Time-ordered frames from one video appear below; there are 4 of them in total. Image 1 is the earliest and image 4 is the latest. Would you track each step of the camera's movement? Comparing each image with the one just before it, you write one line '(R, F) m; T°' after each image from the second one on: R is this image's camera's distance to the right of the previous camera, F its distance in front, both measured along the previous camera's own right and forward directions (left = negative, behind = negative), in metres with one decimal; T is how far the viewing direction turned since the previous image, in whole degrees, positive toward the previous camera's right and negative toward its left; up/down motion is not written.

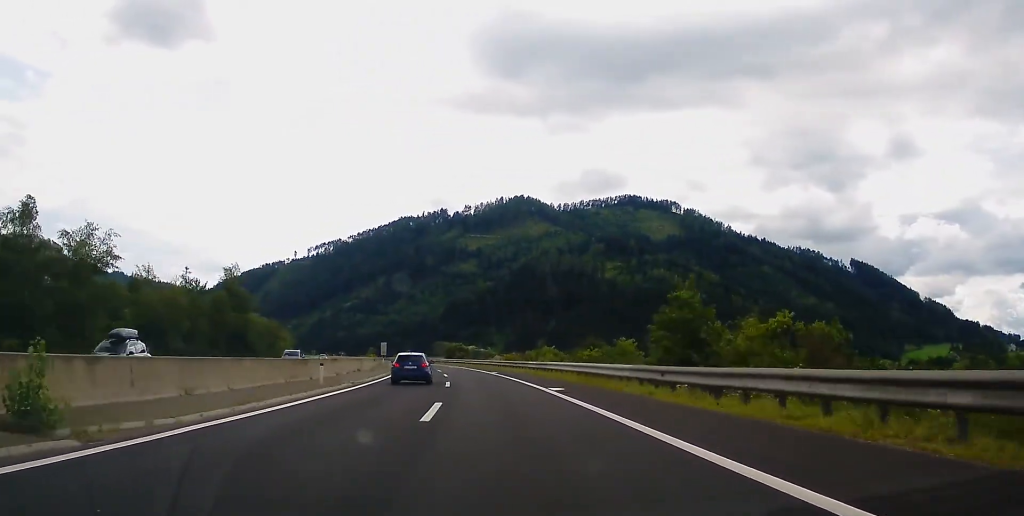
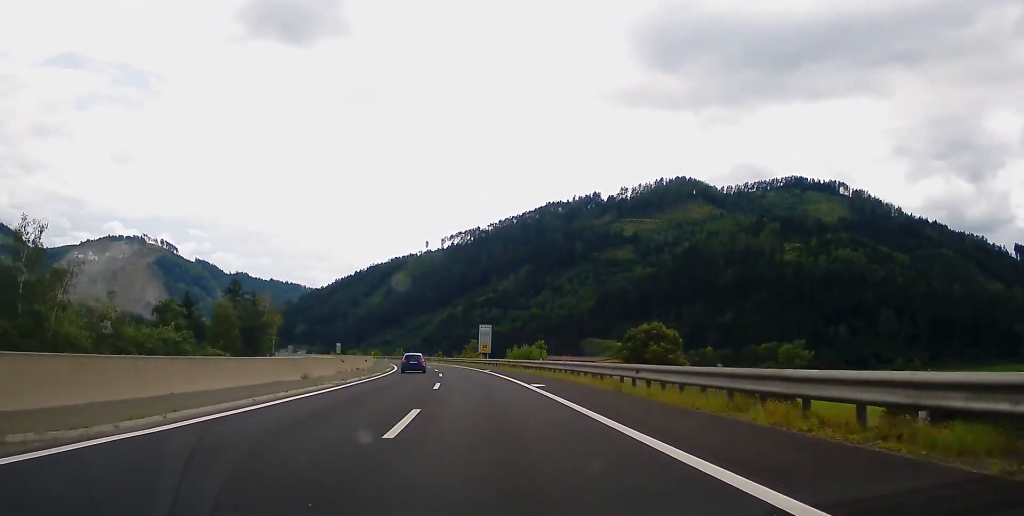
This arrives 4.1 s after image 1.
(-11.4, +128.0) m; -11°
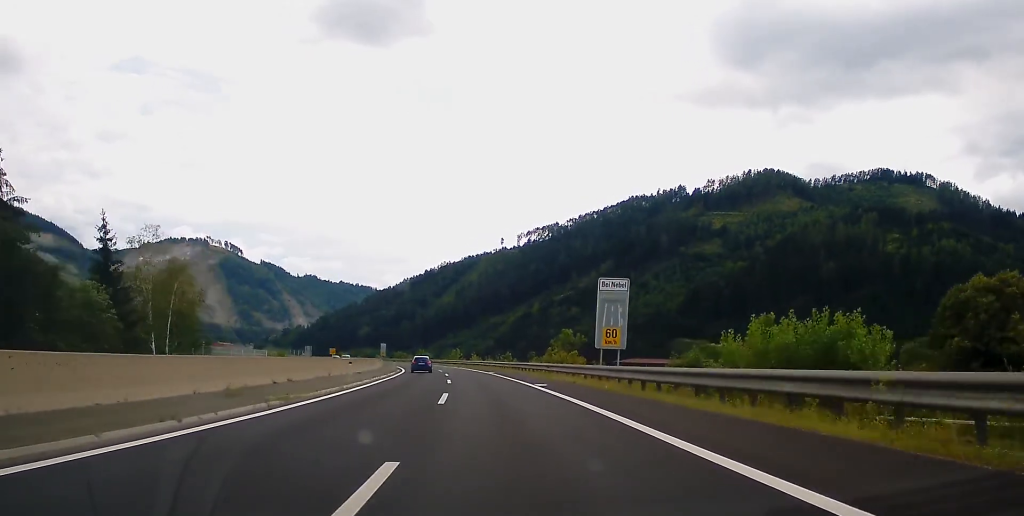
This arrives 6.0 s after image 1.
(-2.9, +62.3) m; -5°
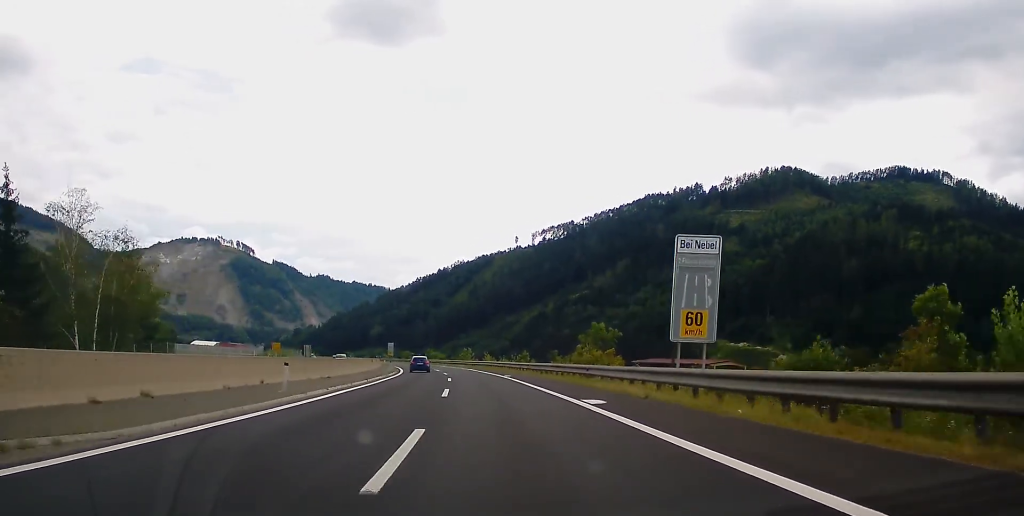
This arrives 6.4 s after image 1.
(0.0, +14.0) m; -1°
